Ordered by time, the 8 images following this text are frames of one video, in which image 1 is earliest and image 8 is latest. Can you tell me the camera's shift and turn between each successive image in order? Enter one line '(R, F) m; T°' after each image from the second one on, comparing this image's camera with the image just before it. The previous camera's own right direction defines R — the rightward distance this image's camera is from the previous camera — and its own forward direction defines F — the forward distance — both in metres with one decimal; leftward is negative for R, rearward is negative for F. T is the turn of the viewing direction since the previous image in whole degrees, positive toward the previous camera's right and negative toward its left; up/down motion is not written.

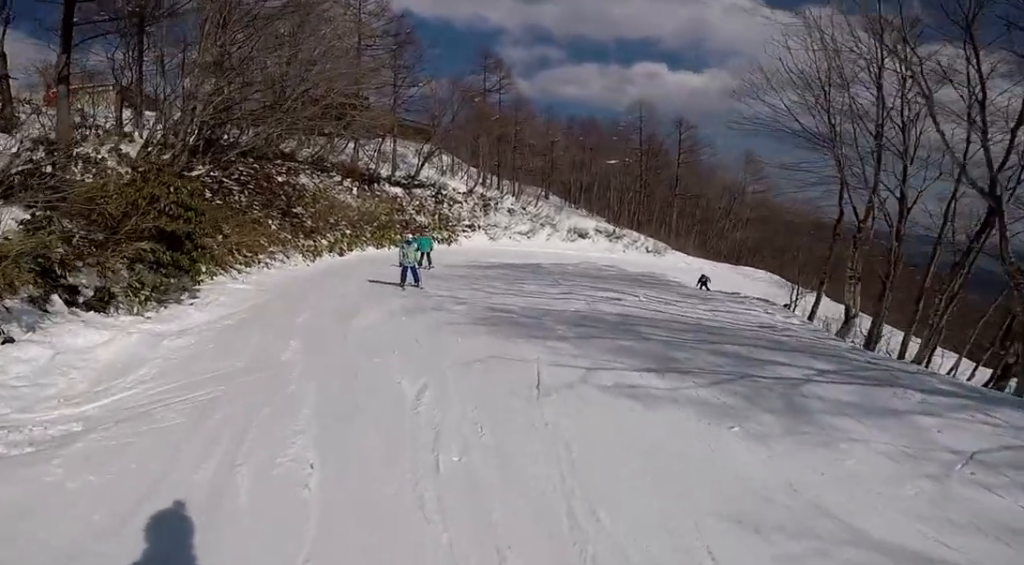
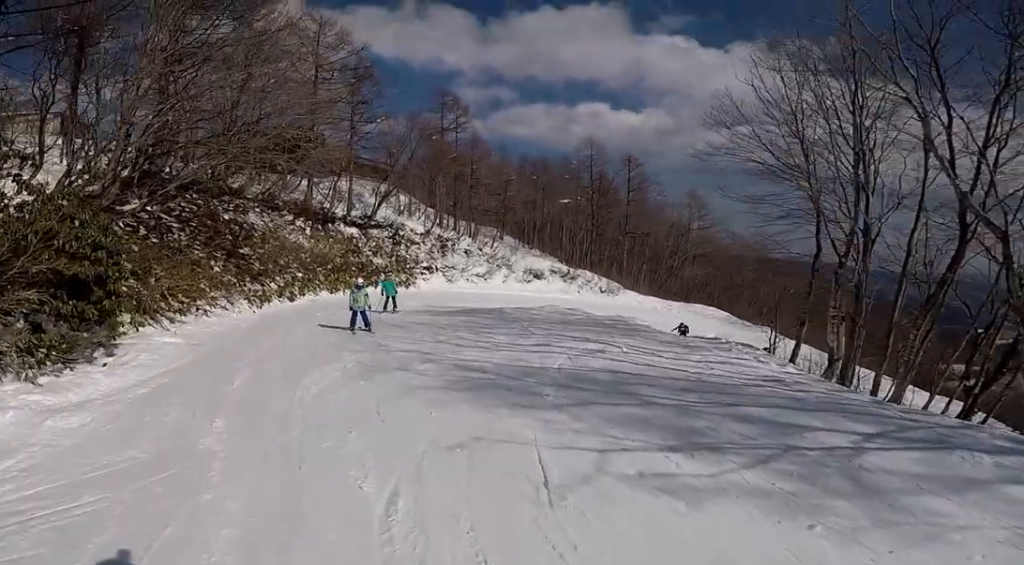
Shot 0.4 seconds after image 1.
(+0.2, +1.1) m; +12°
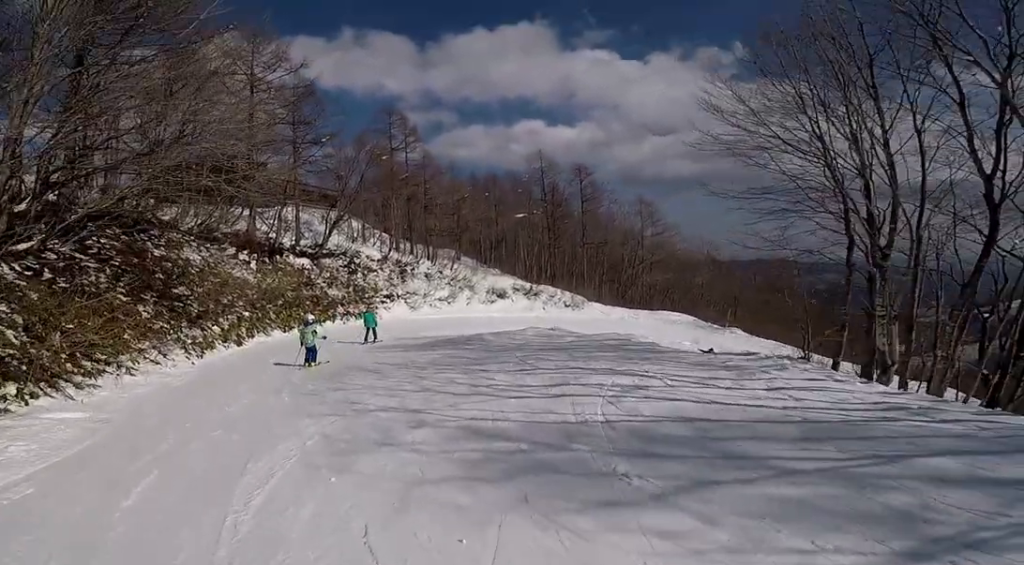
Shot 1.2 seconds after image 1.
(+0.3, +2.2) m; +6°
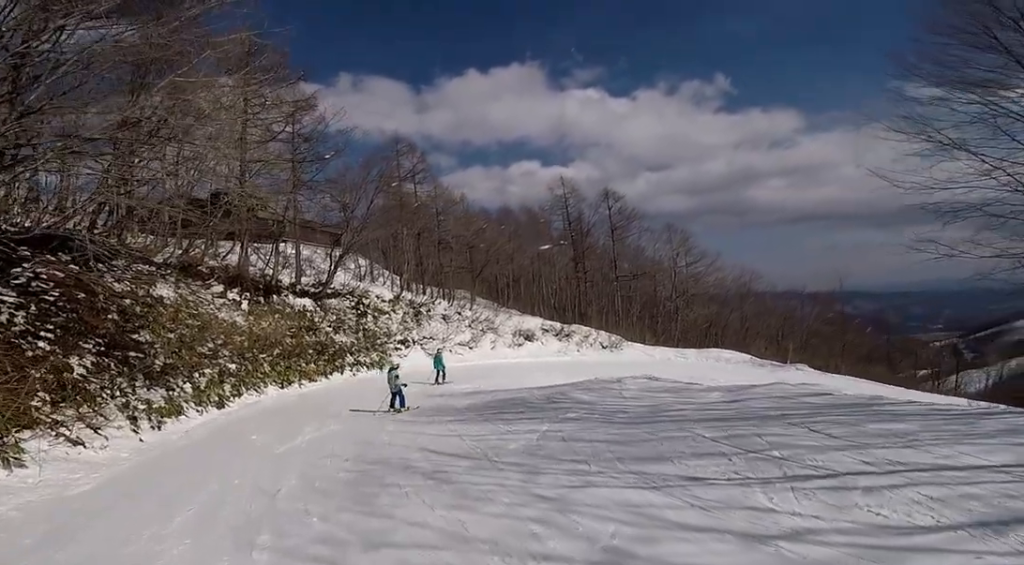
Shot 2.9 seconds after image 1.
(-0.1, +5.1) m; -12°
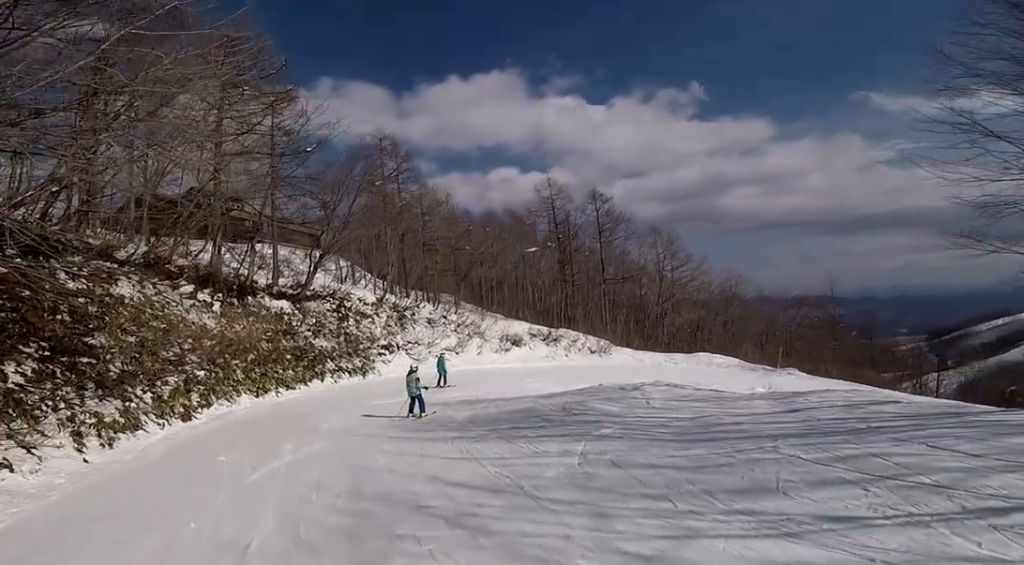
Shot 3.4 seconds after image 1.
(0.0, +1.5) m; -8°
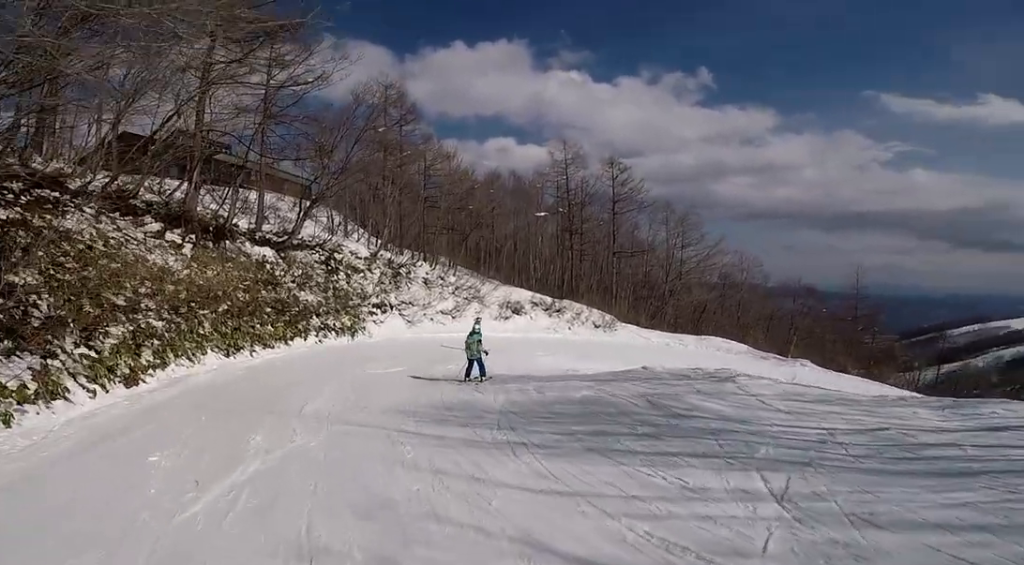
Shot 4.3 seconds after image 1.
(-0.5, +3.2) m; +1°
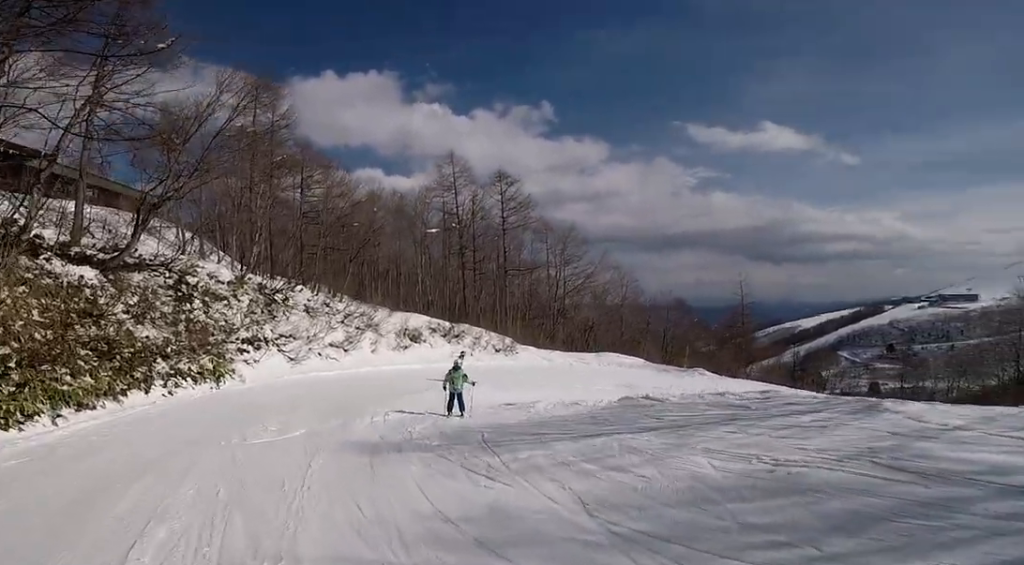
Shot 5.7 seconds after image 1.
(+0.9, +5.1) m; +21°
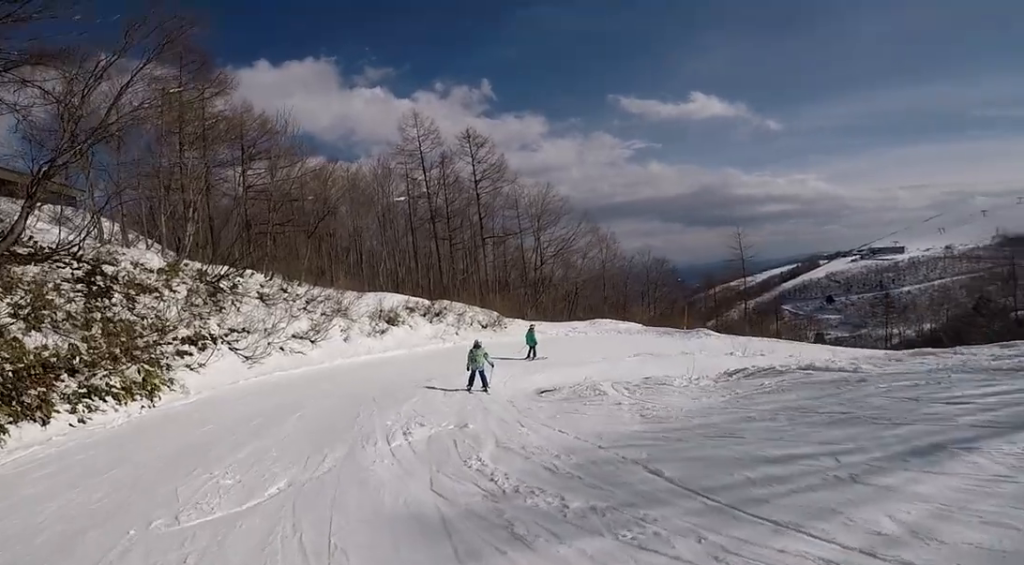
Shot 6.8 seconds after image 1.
(+0.7, +4.3) m; +22°
